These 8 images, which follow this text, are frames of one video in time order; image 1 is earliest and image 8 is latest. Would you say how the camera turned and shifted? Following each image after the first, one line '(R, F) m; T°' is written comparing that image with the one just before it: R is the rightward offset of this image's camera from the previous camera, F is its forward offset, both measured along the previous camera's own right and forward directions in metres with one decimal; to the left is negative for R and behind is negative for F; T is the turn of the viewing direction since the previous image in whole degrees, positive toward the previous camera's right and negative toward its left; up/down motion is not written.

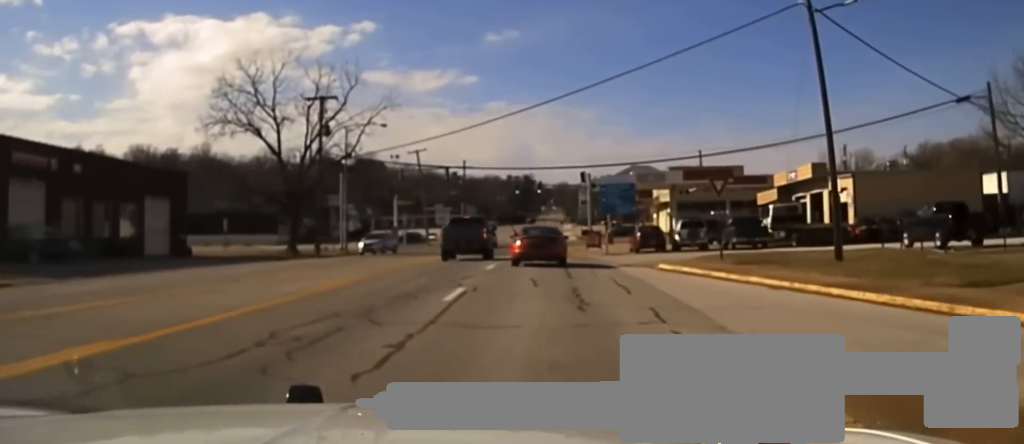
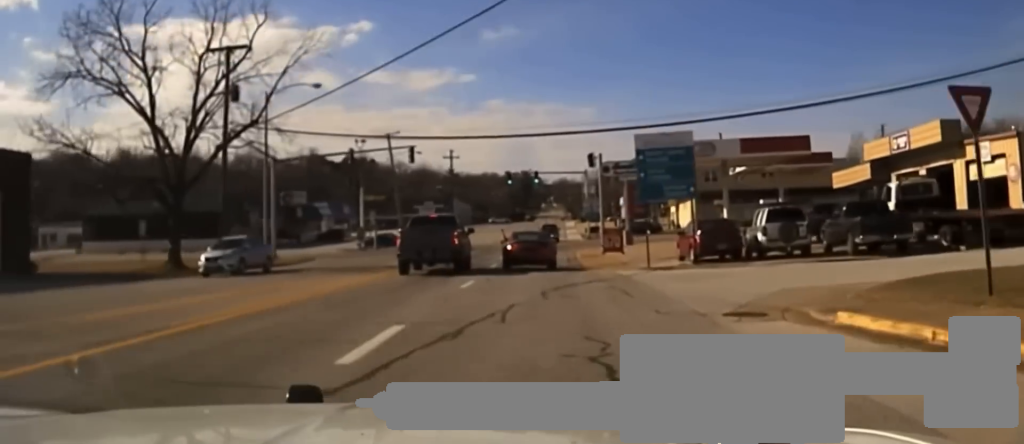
(0.0, +18.3) m; 0°
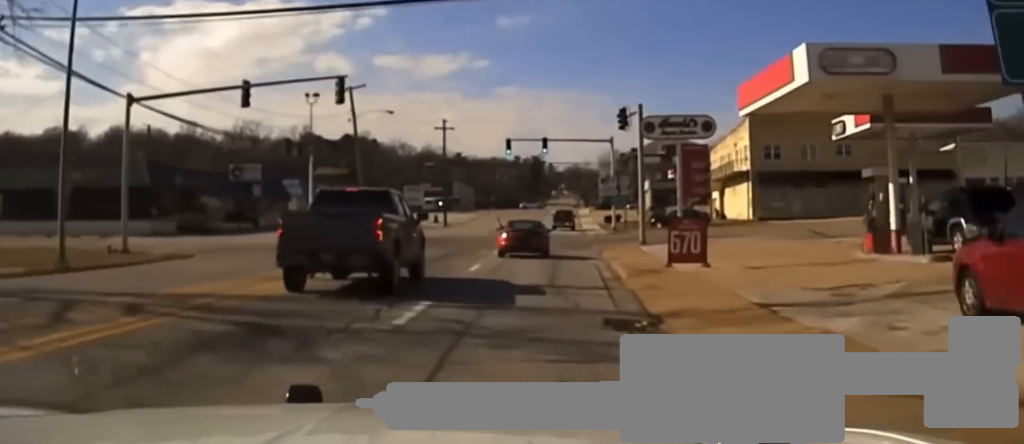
(0.0, +22.0) m; 0°
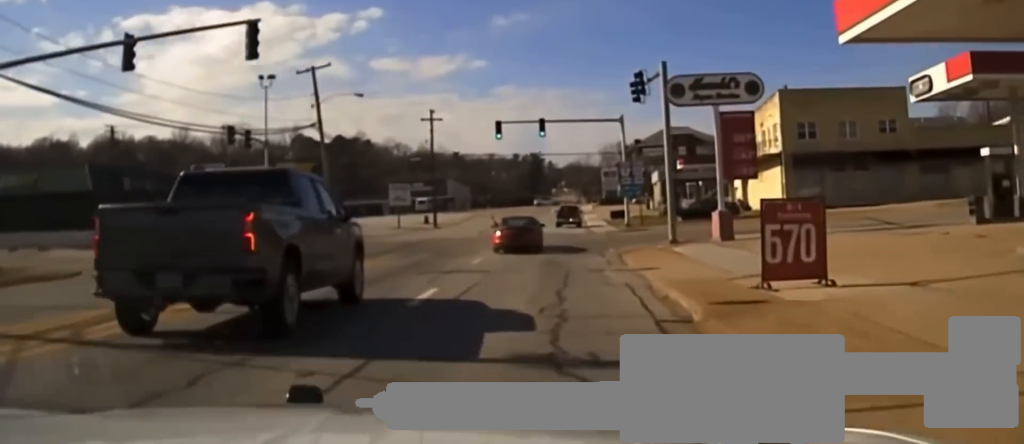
(0.0, +10.4) m; 0°
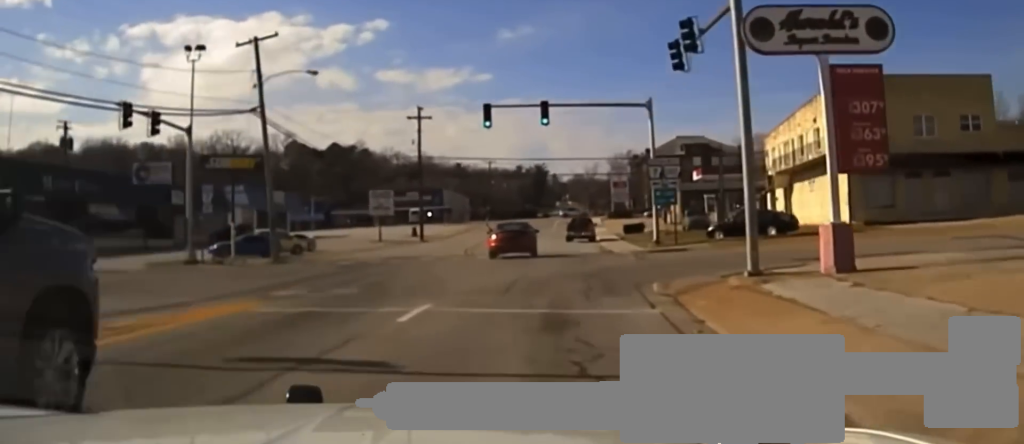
(0.0, +12.9) m; 0°
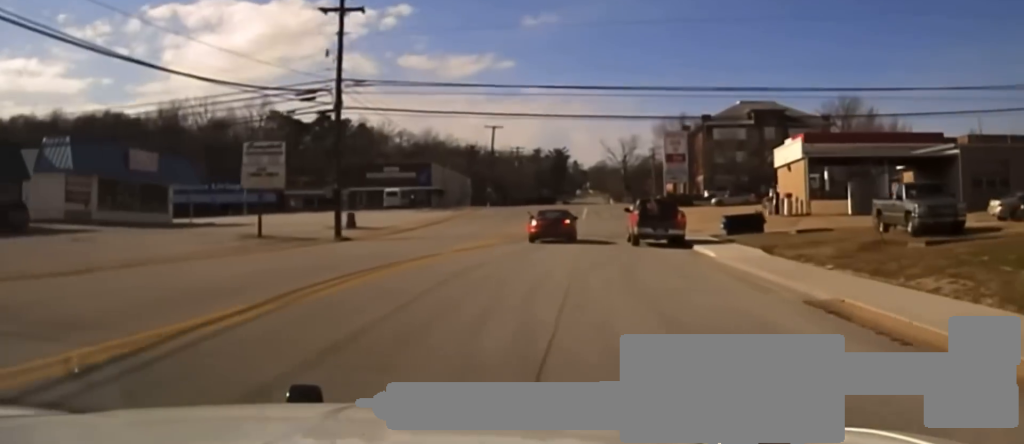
(-0.4, +42.0) m; -1°
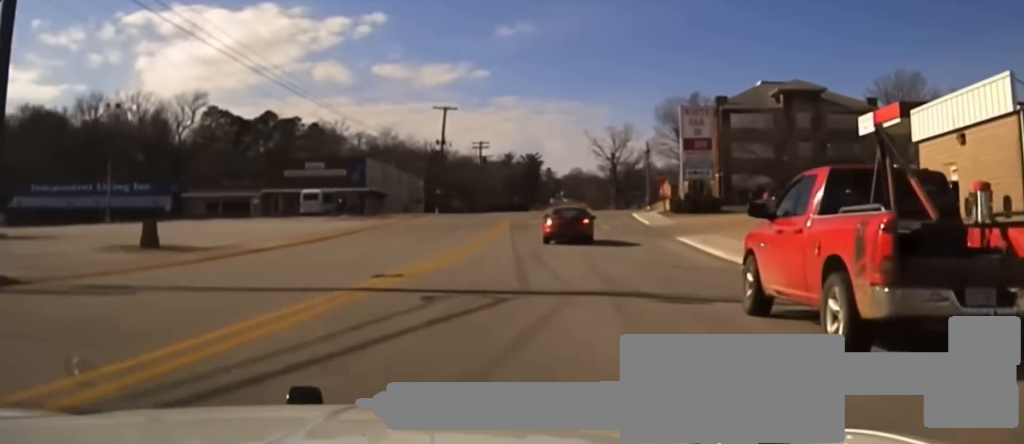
(-0.1, +25.4) m; 0°
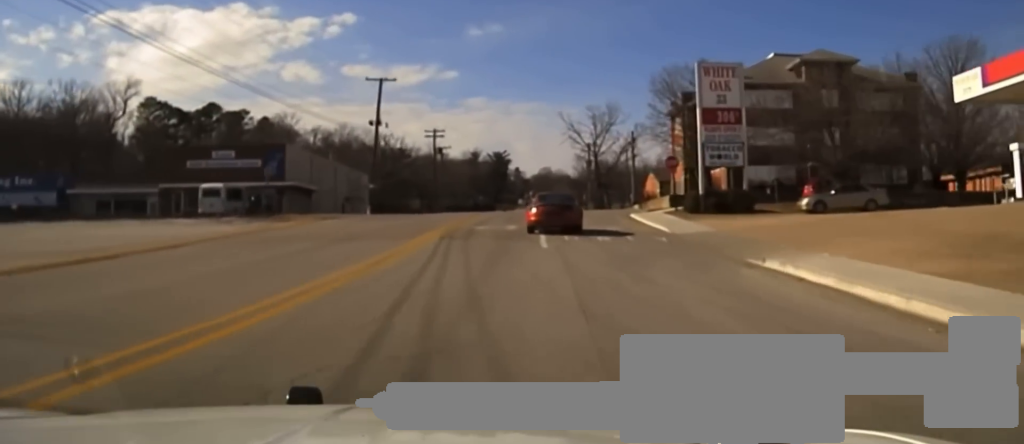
(+0.2, +19.2) m; +2°
